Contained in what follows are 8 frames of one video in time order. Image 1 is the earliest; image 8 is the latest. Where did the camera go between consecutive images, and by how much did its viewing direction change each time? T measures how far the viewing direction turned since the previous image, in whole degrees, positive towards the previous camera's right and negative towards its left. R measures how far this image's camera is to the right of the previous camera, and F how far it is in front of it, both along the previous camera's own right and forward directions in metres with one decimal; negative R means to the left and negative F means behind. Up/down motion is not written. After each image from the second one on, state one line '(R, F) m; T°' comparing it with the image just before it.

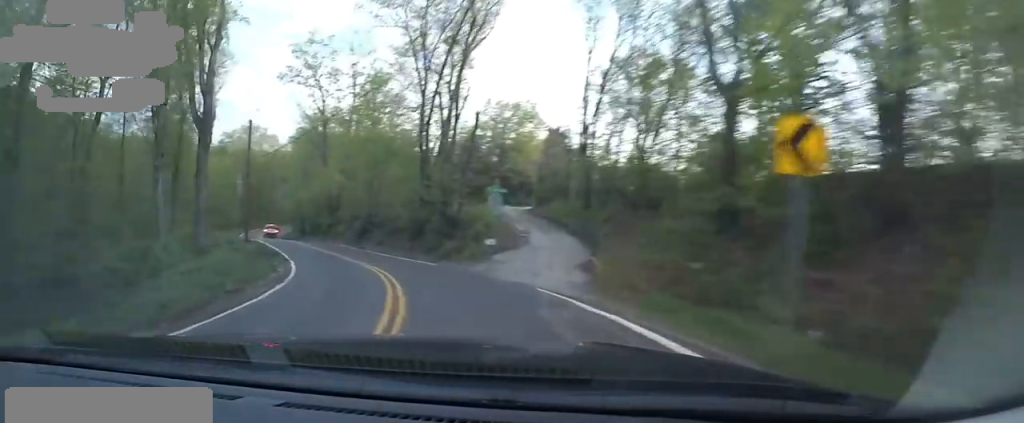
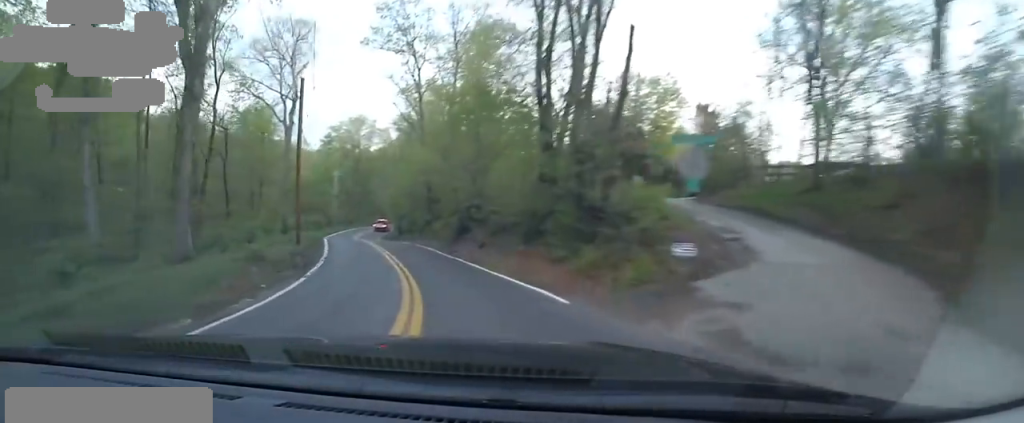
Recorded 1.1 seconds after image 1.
(-1.5, +12.5) m; -15°
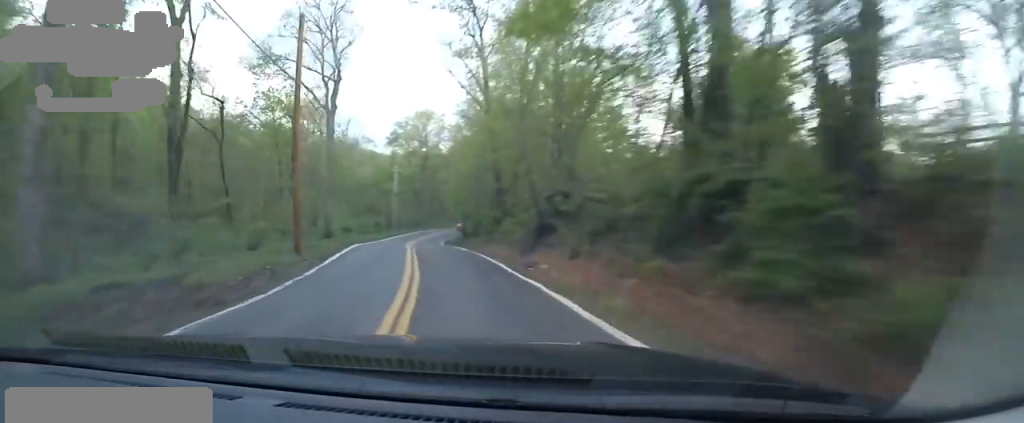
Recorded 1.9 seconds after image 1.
(-1.1, +10.0) m; -11°
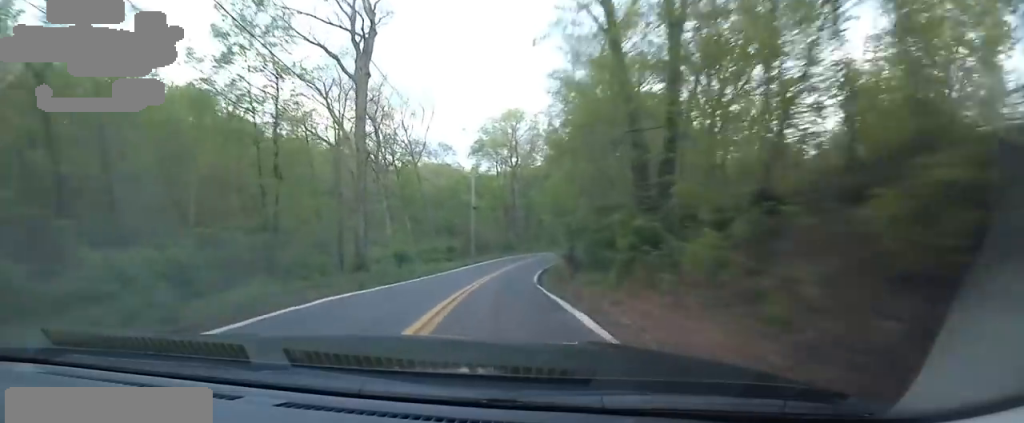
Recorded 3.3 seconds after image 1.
(-2.0, +16.7) m; -9°
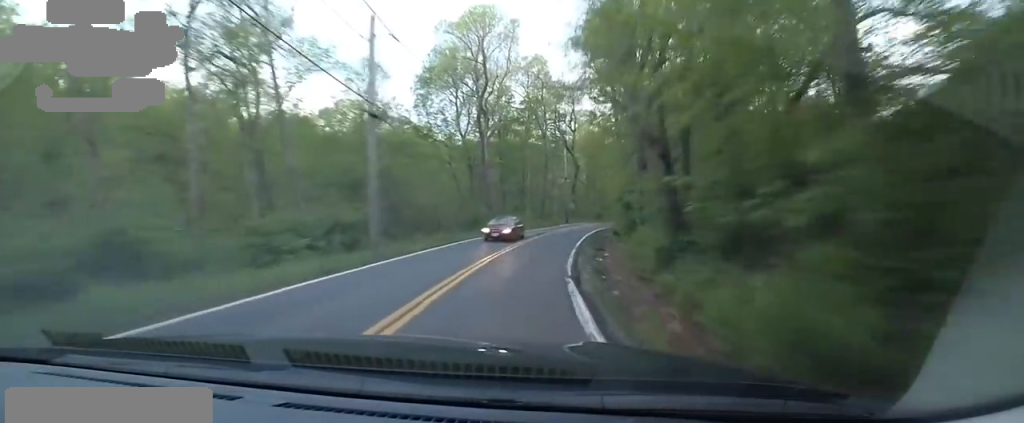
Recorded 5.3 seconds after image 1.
(-0.7, +28.7) m; -1°
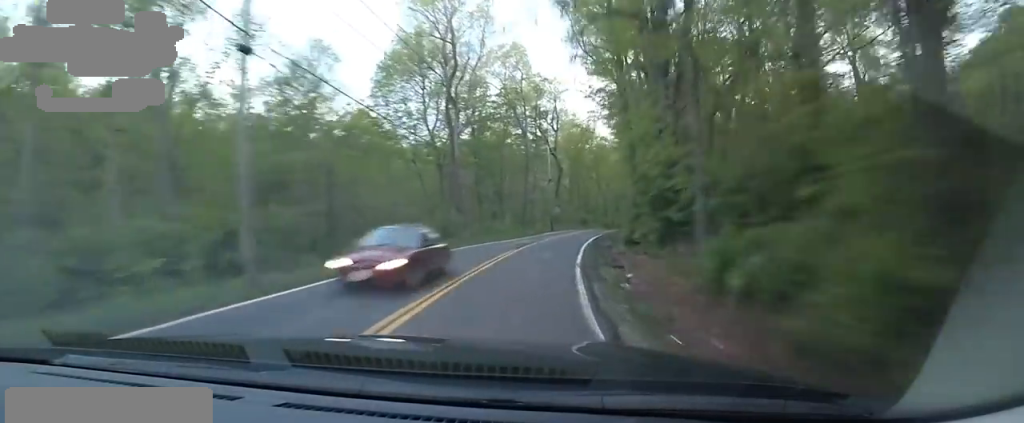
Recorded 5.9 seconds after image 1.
(-0.1, +7.9) m; +3°
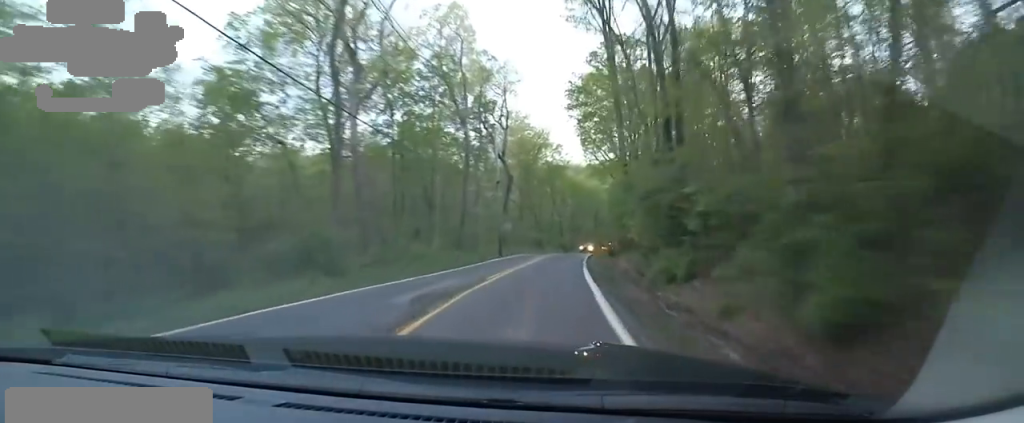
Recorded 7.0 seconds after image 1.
(+1.2, +16.7) m; +2°
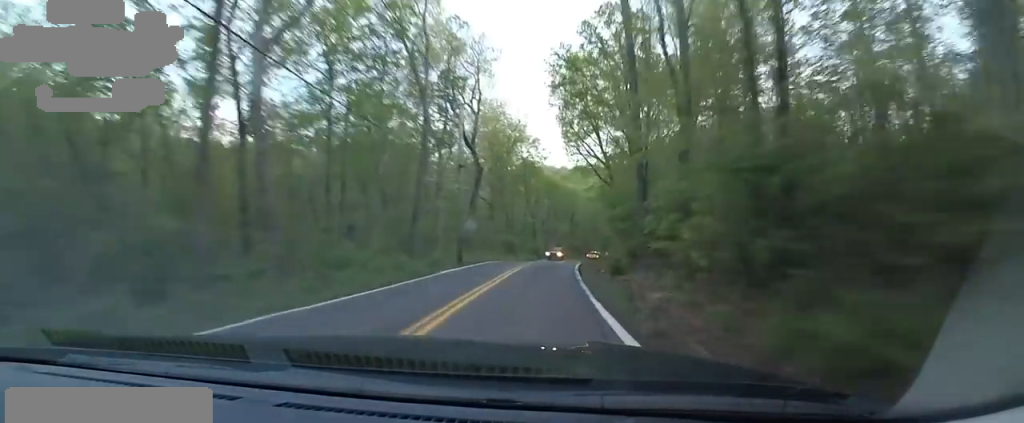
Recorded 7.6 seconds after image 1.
(-0.3, +9.2) m; +2°
